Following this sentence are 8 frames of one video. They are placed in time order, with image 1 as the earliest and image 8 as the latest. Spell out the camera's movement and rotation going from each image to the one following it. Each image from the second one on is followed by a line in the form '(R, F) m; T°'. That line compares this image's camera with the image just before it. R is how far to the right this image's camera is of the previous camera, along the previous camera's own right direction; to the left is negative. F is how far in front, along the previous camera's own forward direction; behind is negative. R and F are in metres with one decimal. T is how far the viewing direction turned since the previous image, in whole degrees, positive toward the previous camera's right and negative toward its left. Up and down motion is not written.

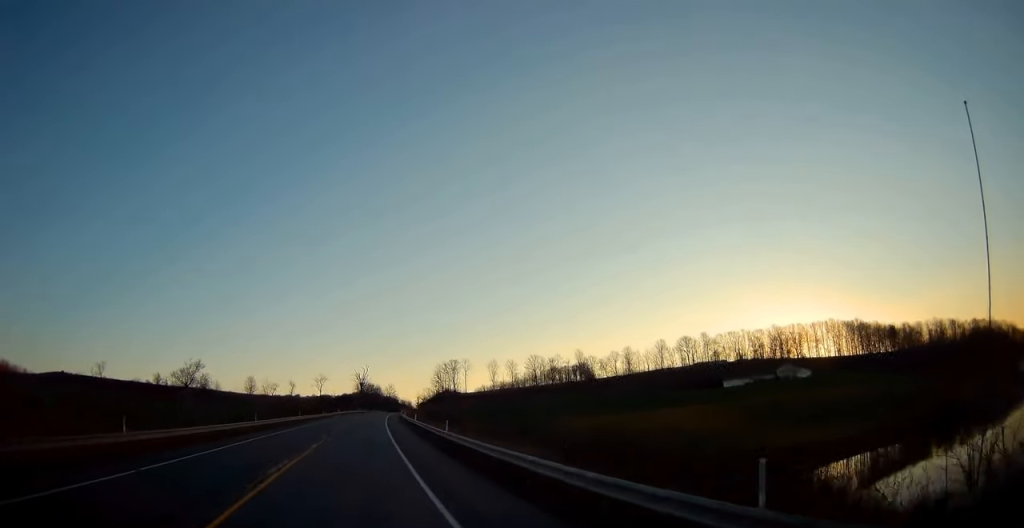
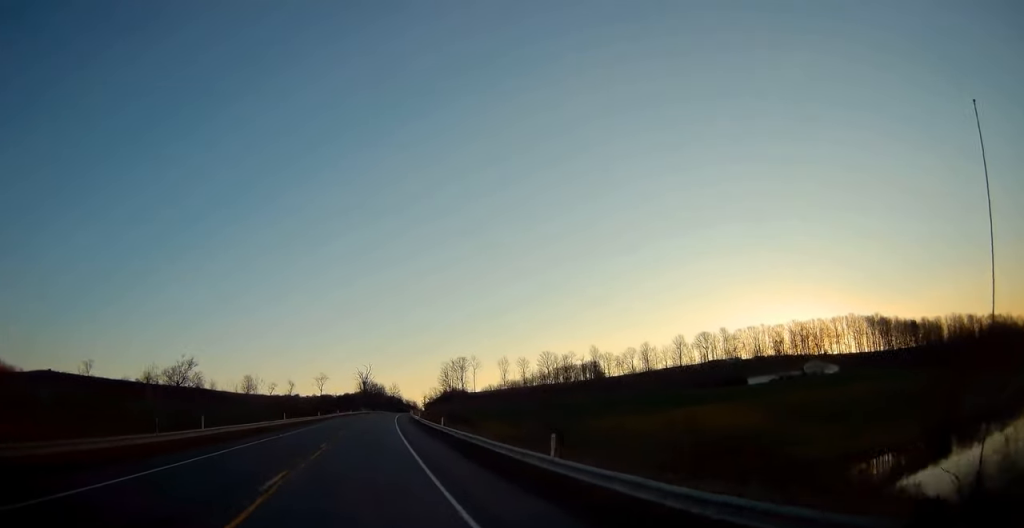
(+0.3, +14.9) m; 0°
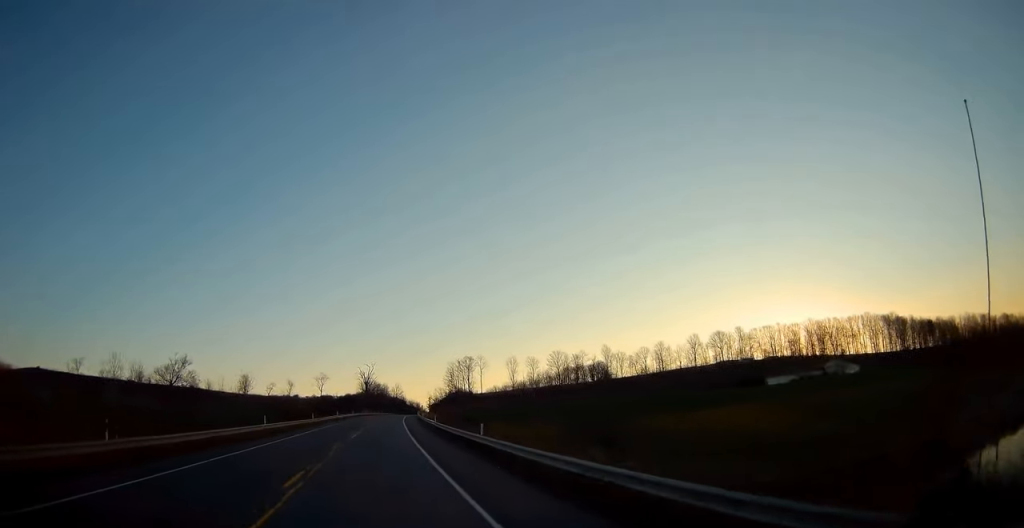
(-0.2, +11.1) m; 0°
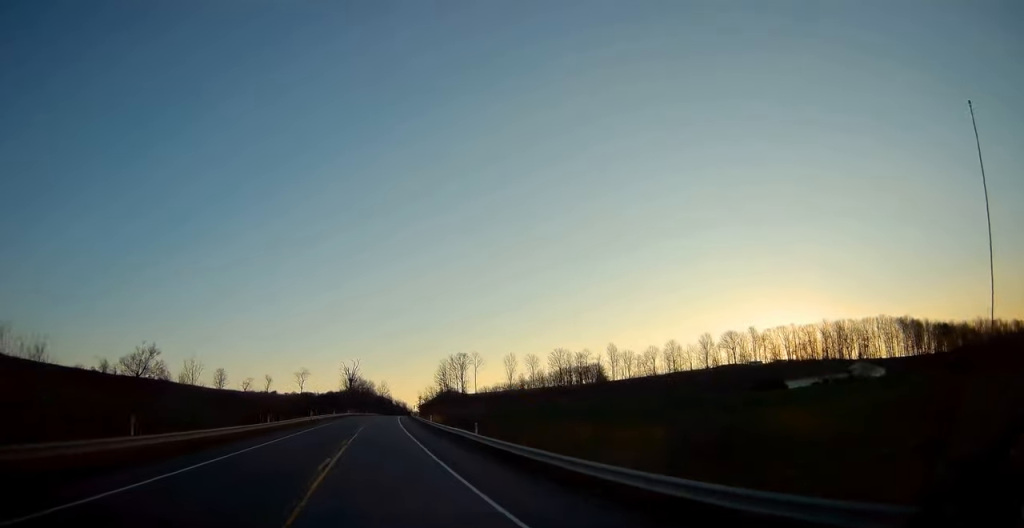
(-0.2, +21.5) m; 0°
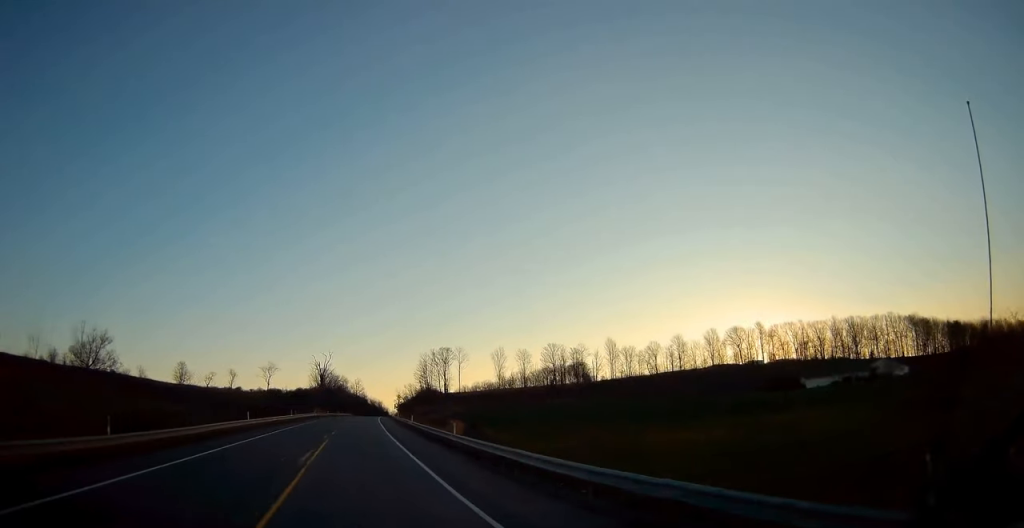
(+0.2, +23.1) m; +2°
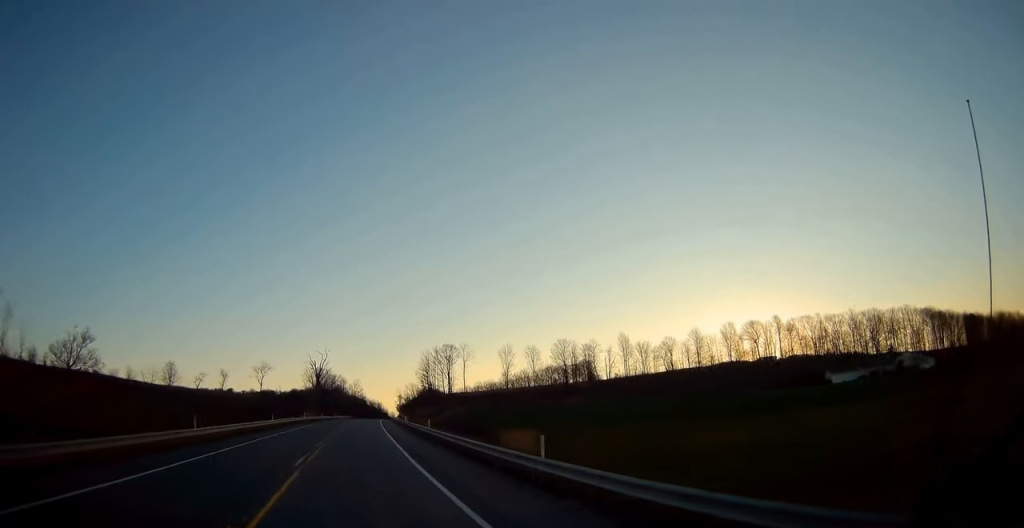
(+0.4, +12.7) m; +1°
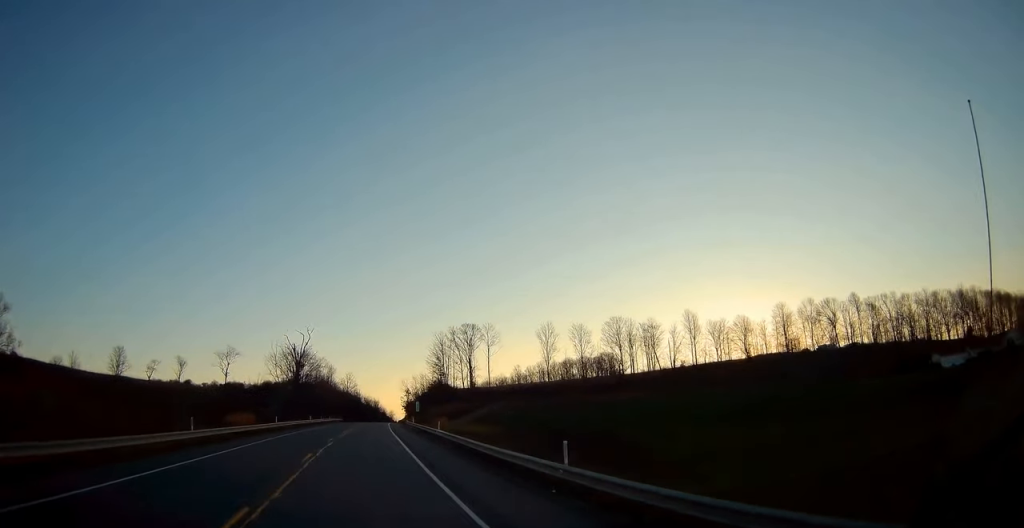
(+0.9, +47.0) m; +2°
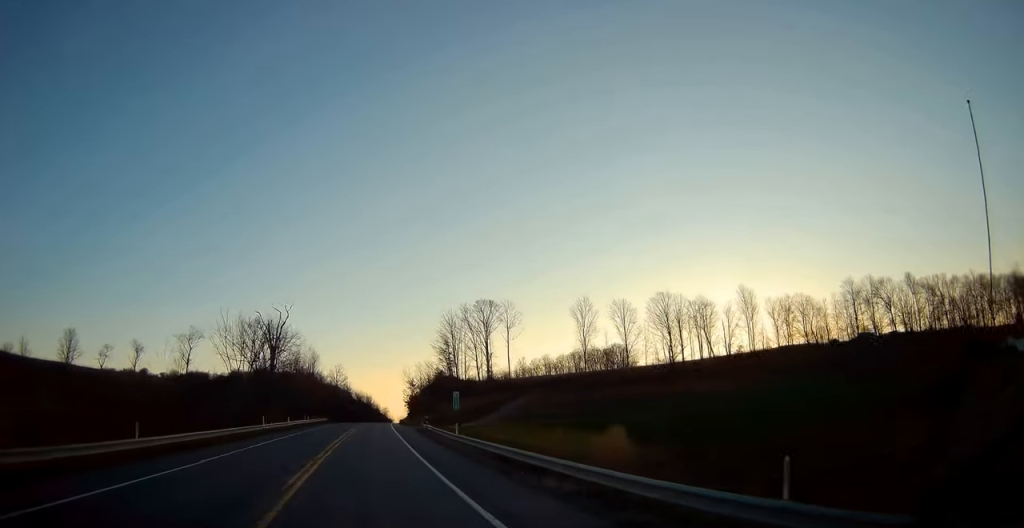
(-0.3, +29.4) m; -1°
